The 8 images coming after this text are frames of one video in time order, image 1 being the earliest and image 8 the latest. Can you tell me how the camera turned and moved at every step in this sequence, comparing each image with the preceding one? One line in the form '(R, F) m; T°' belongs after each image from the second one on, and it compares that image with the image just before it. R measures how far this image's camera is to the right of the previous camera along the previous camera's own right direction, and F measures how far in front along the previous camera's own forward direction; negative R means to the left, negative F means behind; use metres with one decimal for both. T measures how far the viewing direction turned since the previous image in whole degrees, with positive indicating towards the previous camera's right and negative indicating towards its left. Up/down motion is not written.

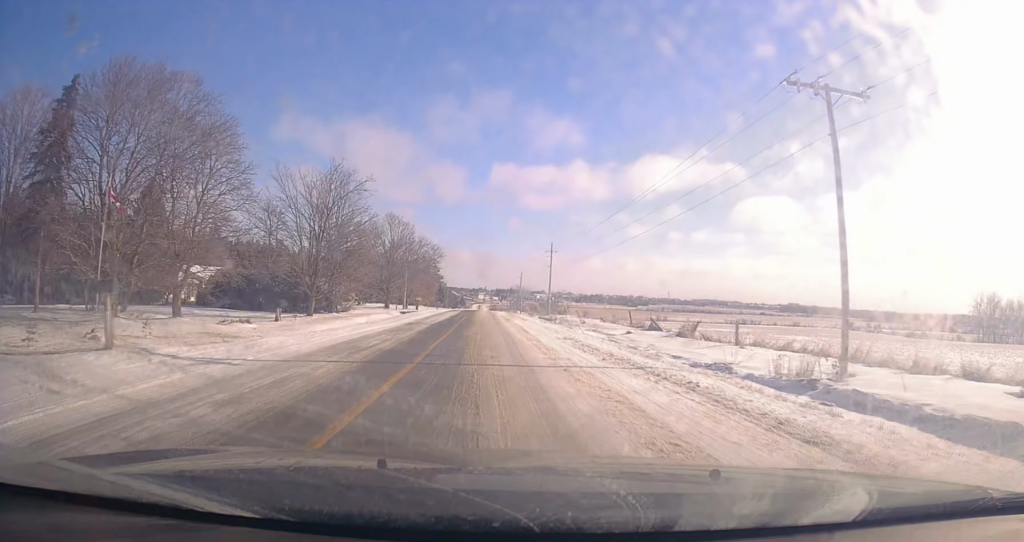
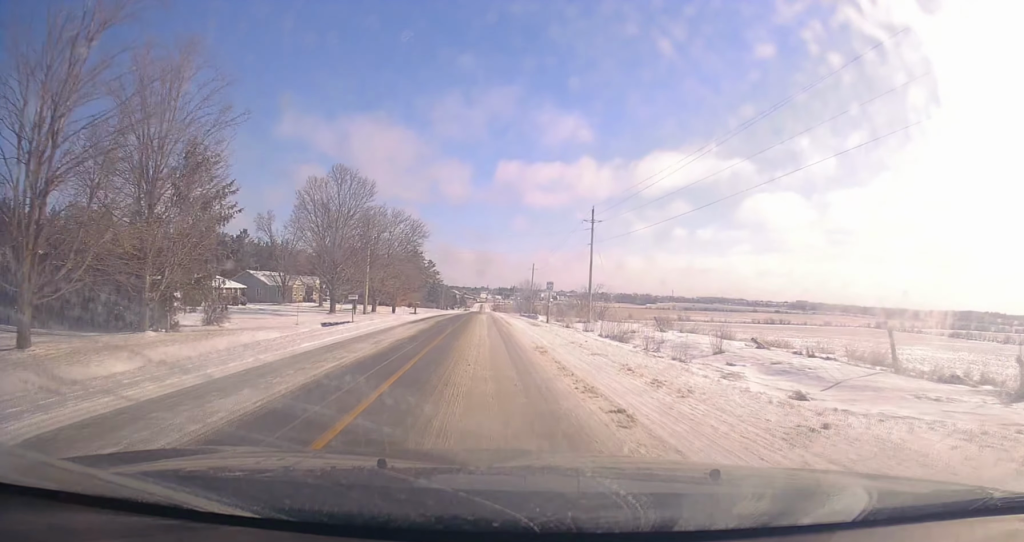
(-1.0, +33.0) m; -3°
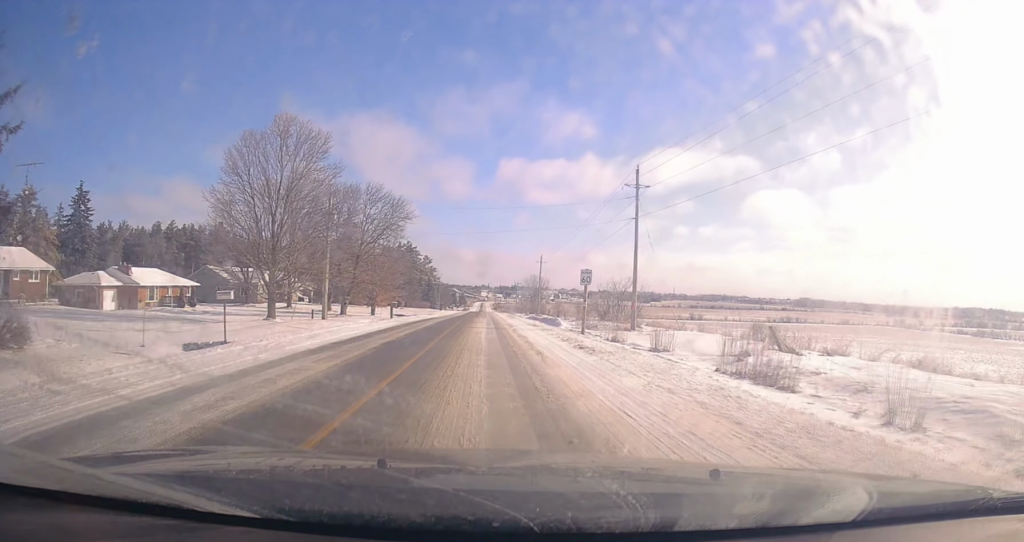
(+0.3, +16.8) m; +1°
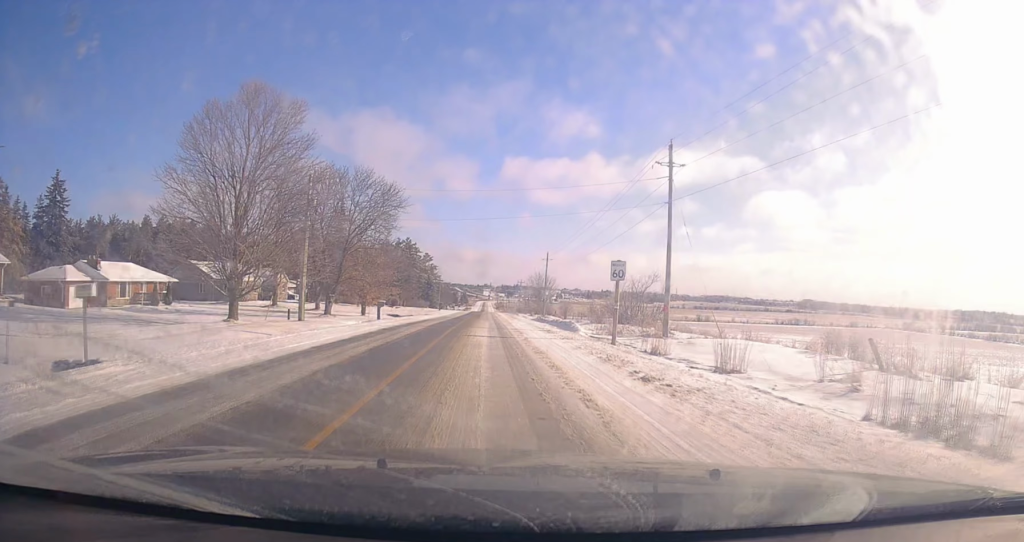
(+0.2, +6.9) m; 0°
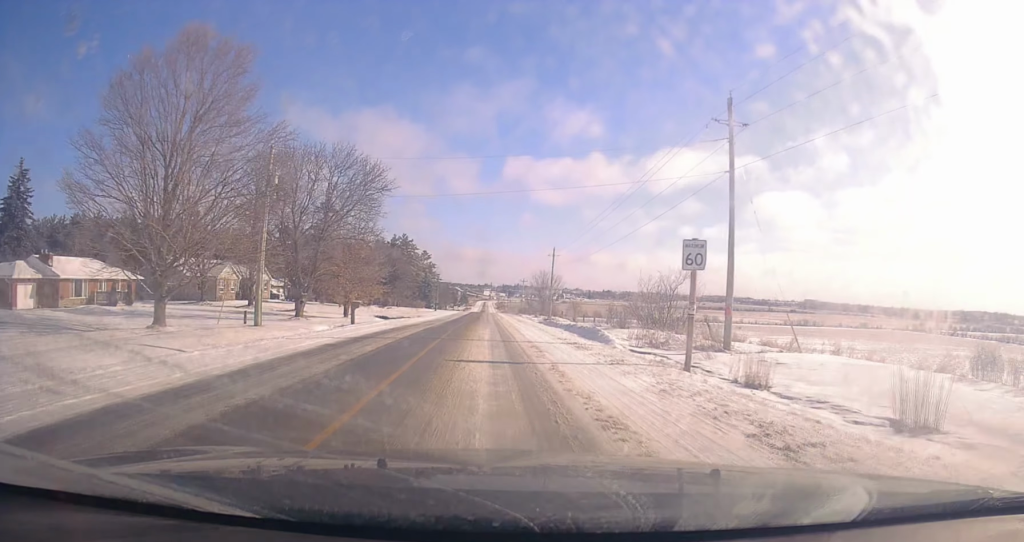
(-0.1, +8.1) m; -1°
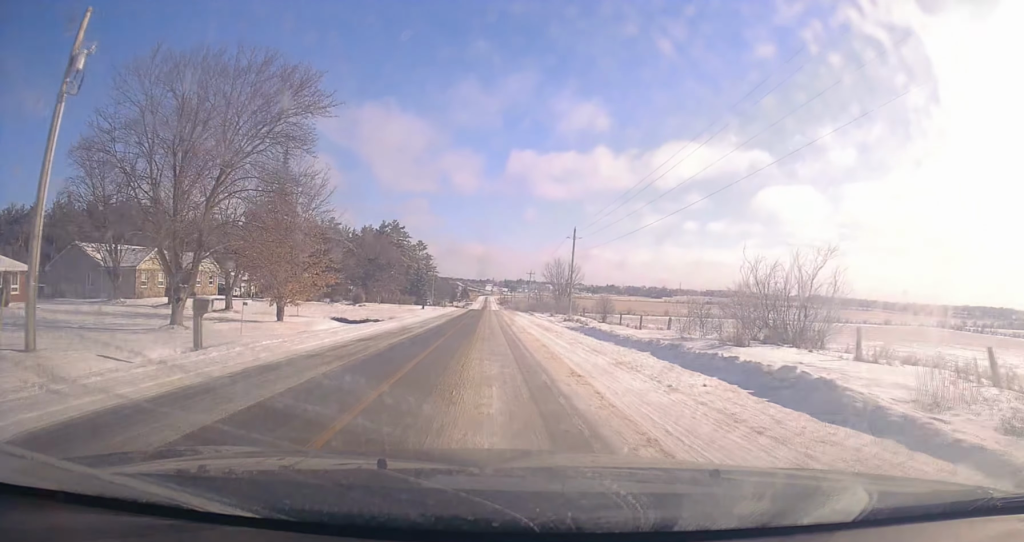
(-0.7, +19.5) m; -2°
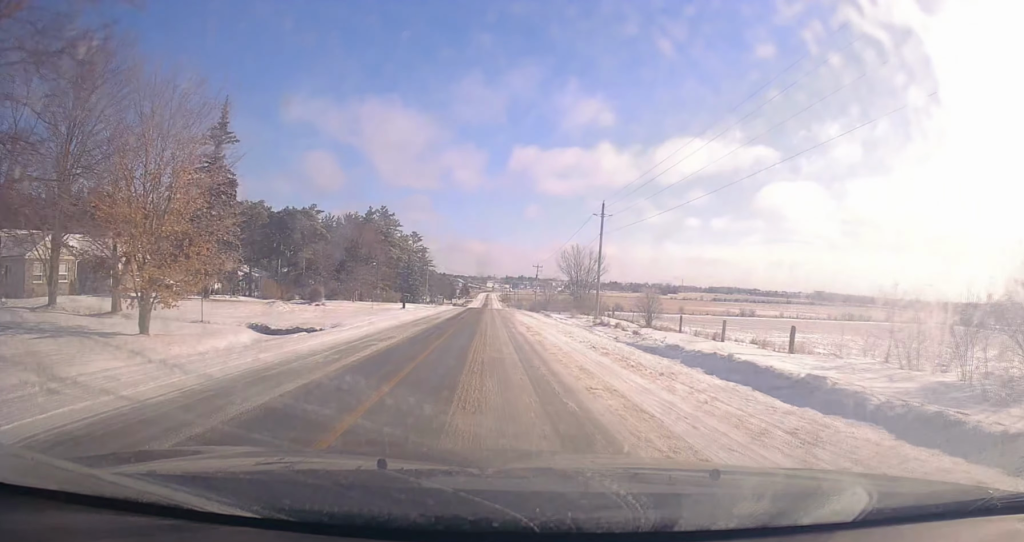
(0.0, +16.5) m; +1°
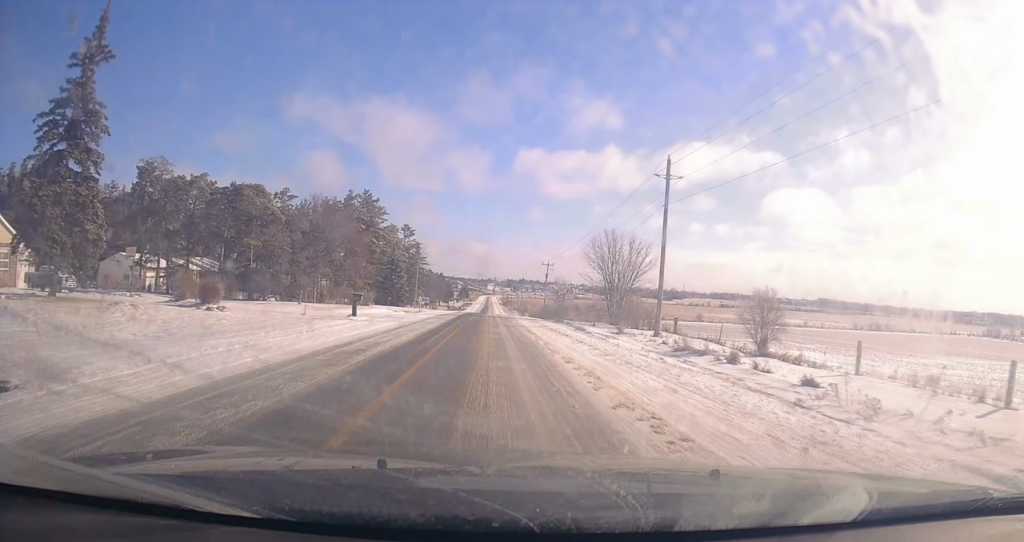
(+0.4, +19.1) m; +1°
